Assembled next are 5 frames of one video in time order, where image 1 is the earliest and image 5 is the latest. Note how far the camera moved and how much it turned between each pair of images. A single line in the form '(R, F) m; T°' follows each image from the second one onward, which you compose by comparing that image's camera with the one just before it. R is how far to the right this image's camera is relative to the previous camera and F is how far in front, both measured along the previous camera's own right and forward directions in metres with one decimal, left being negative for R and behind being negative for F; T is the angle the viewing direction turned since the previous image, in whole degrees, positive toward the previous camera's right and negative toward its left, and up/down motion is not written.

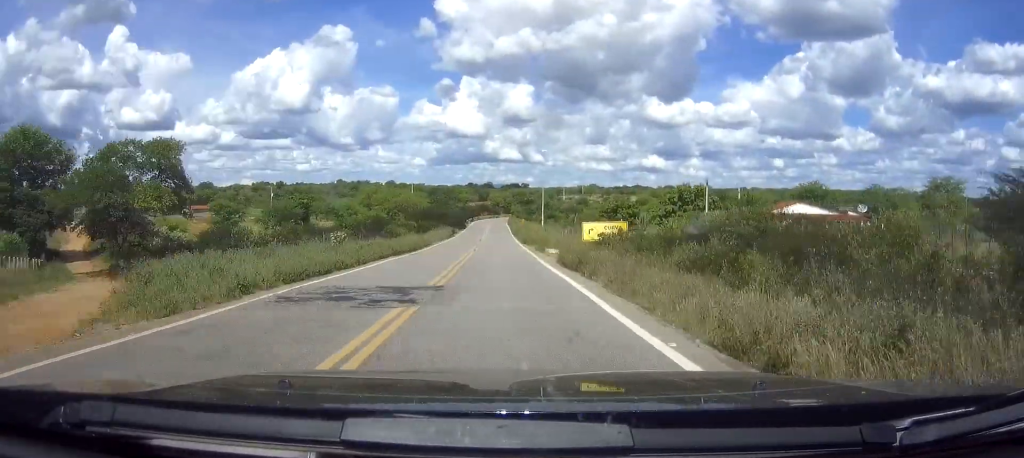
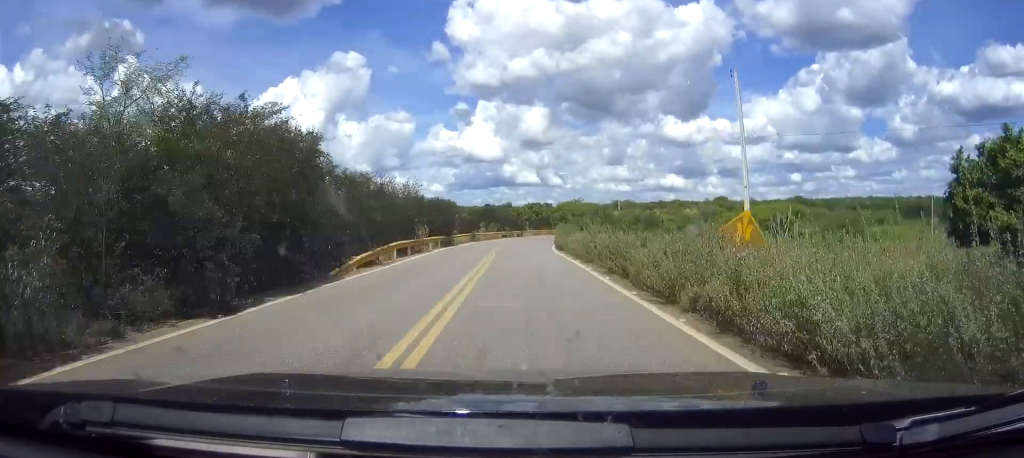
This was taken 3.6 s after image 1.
(-8.2, +102.6) m; -2°
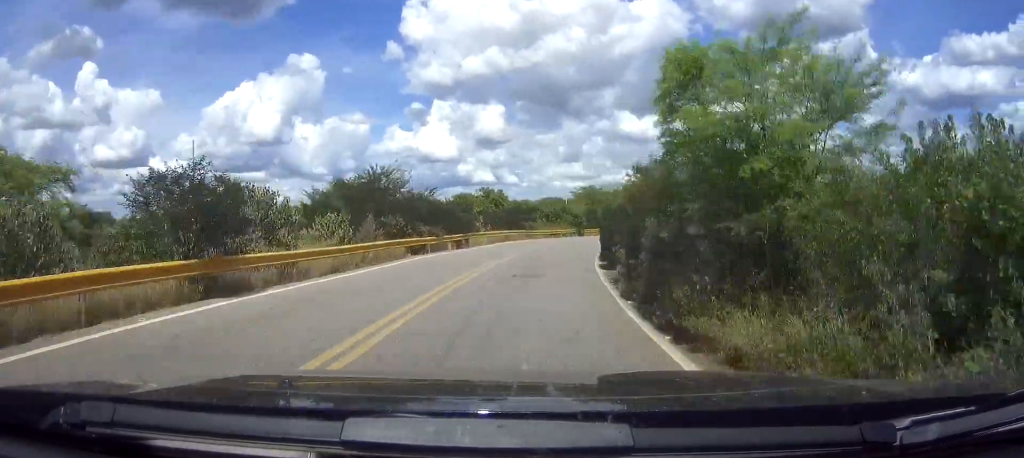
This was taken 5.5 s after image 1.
(+3.7, +51.5) m; +11°
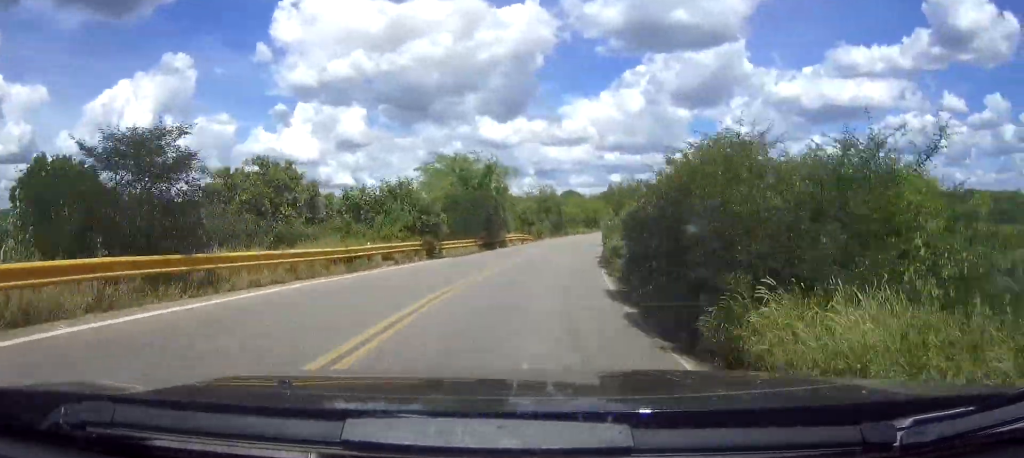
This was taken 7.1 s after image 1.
(+4.5, +41.7) m; +7°
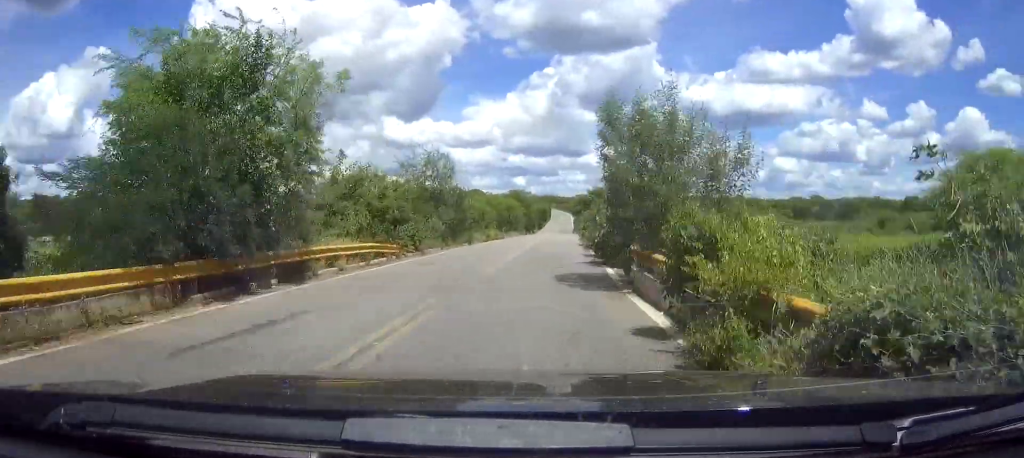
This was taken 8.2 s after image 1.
(+0.3, +28.3) m; +1°
